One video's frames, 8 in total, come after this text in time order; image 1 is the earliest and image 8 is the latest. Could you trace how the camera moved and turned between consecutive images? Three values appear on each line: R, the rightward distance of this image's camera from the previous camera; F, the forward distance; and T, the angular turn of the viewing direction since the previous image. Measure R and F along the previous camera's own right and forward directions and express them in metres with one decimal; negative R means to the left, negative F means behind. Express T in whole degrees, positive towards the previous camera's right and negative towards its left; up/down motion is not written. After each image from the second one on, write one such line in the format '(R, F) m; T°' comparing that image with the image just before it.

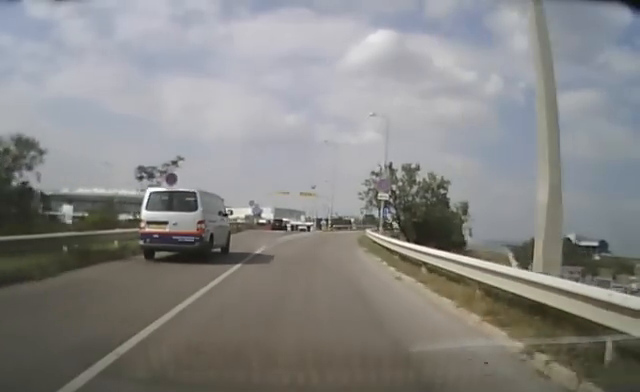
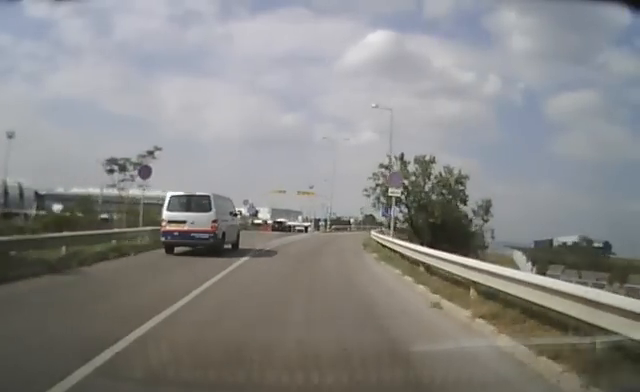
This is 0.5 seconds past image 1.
(0.0, +3.8) m; 0°
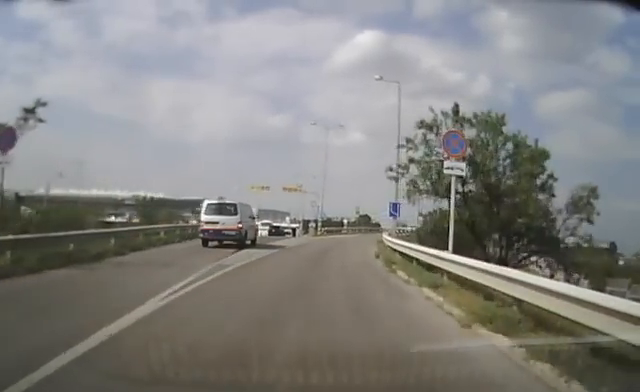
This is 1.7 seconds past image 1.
(0.0, +9.9) m; 0°
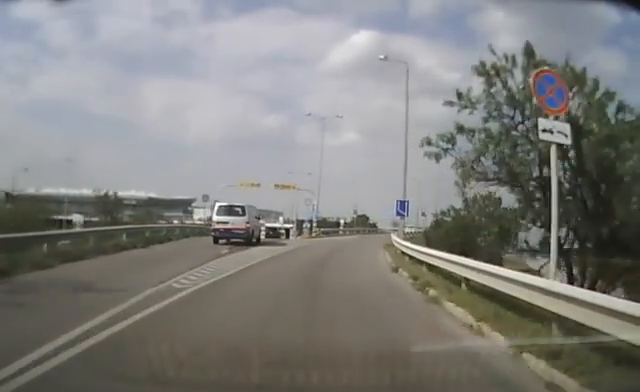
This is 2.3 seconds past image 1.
(0.0, +5.0) m; 0°
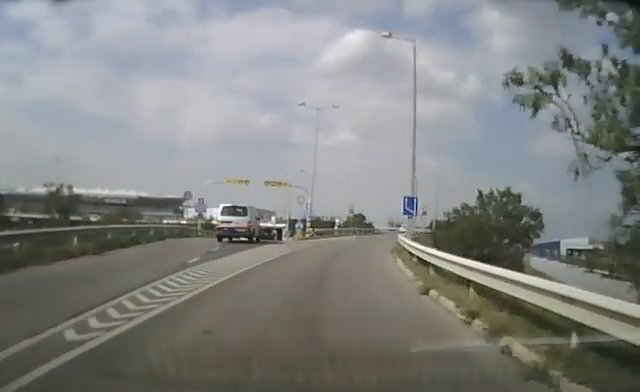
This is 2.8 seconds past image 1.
(0.0, +4.4) m; 0°
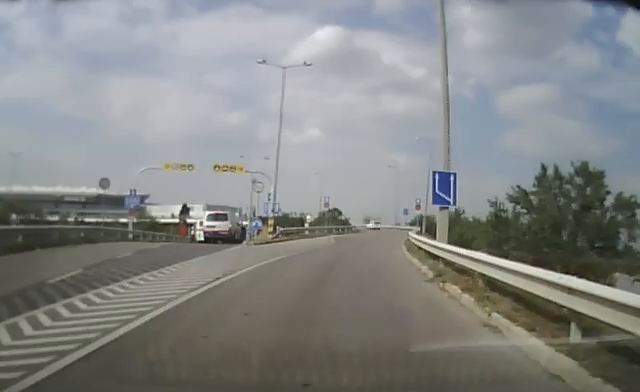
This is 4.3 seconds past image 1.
(0.0, +12.4) m; 0°
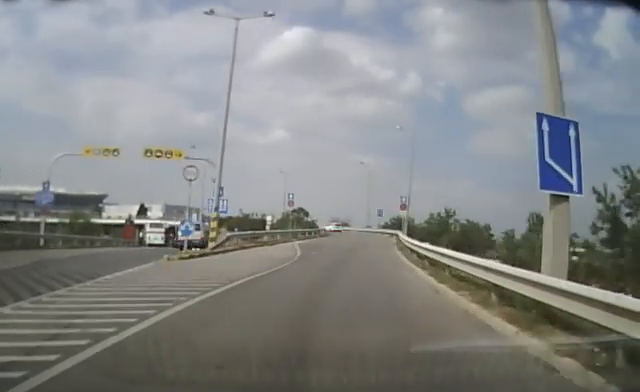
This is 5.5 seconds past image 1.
(0.0, +9.1) m; +4°
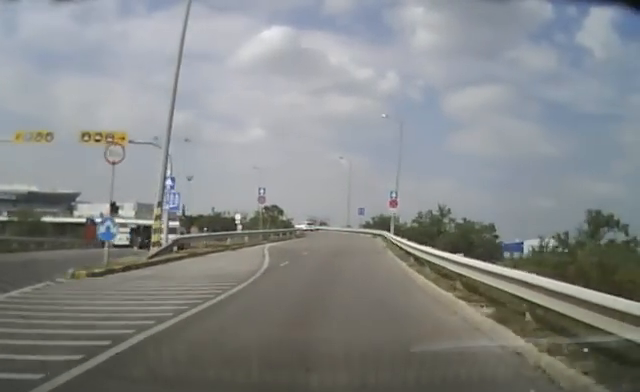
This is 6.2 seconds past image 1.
(+0.3, +5.7) m; +6°
